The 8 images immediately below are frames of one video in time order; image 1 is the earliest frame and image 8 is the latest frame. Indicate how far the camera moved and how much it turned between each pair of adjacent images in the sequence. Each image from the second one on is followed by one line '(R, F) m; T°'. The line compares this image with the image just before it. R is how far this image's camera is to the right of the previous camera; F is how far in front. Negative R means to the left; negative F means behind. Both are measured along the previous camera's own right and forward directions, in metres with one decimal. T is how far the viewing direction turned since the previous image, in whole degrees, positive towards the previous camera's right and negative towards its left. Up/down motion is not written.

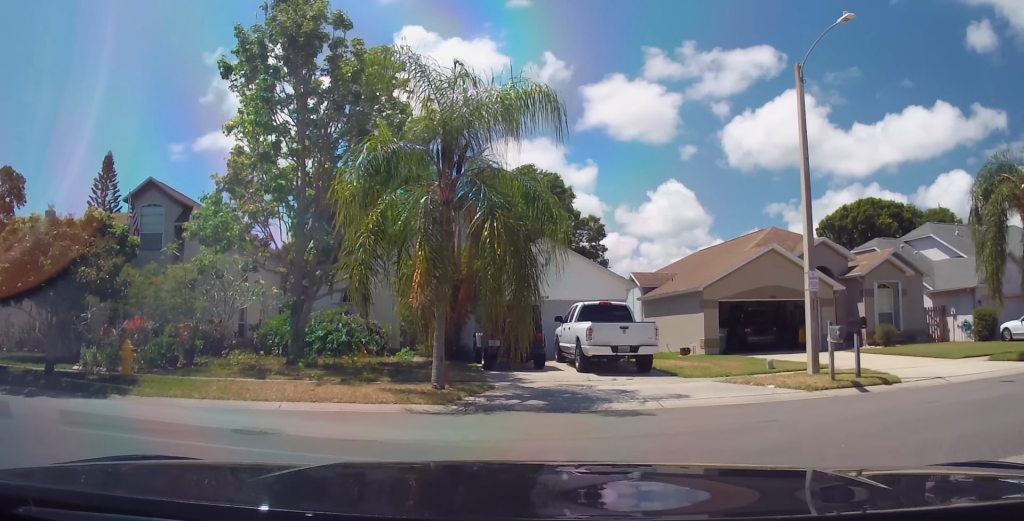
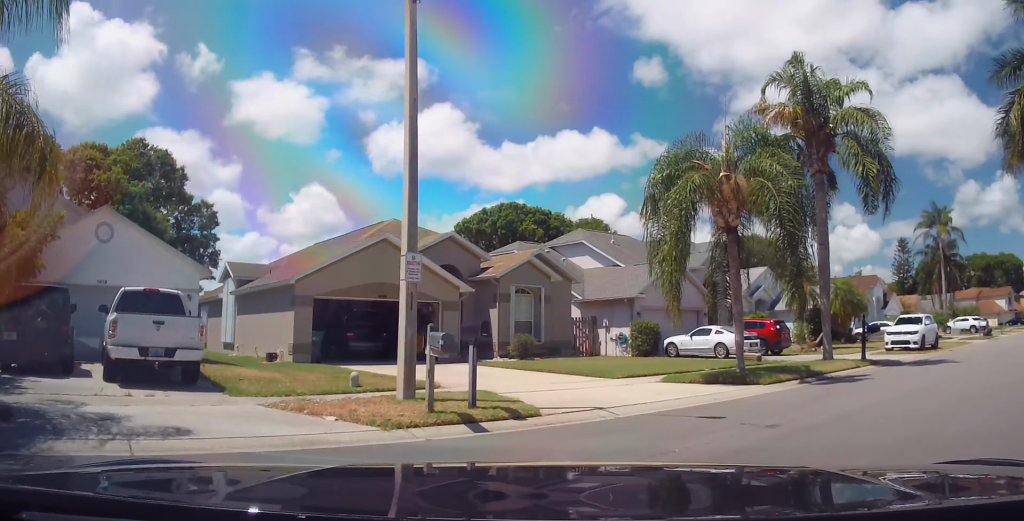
(+1.3, +3.9) m; +35°
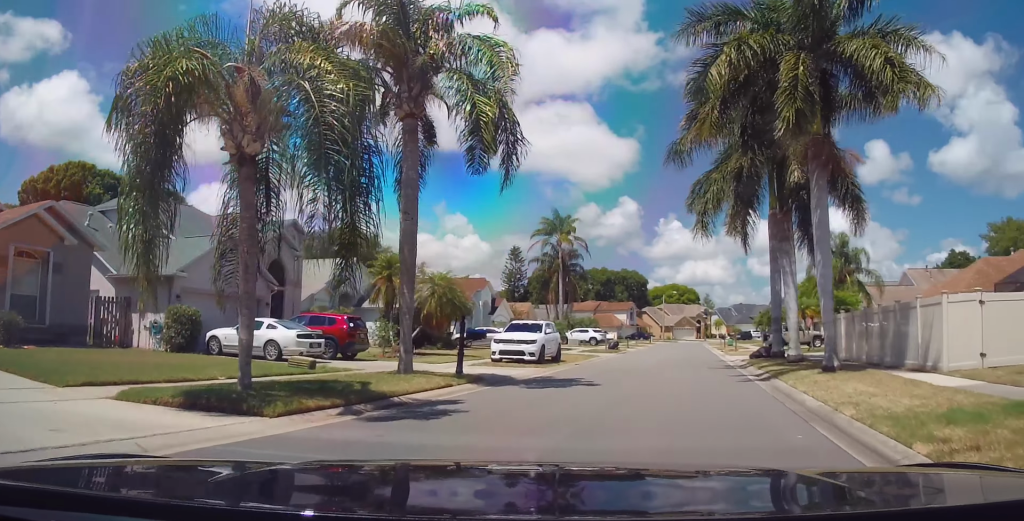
(+1.5, +4.5) m; +28°
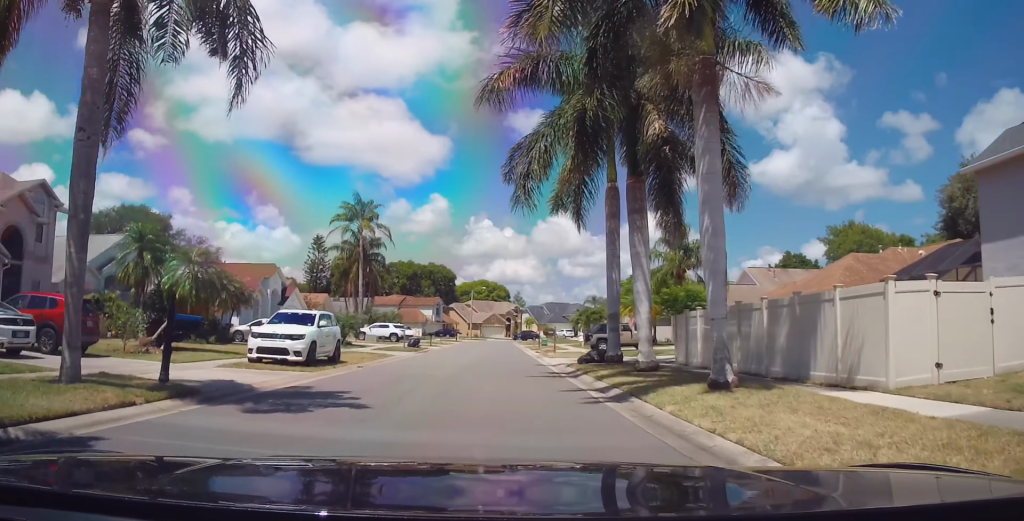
(+0.3, +4.2) m; +9°
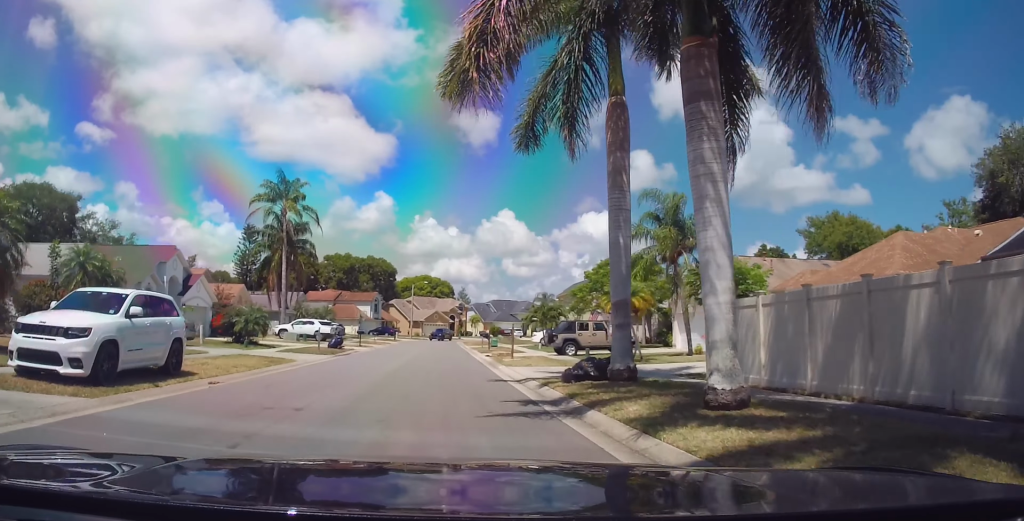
(+0.6, +6.9) m; +11°
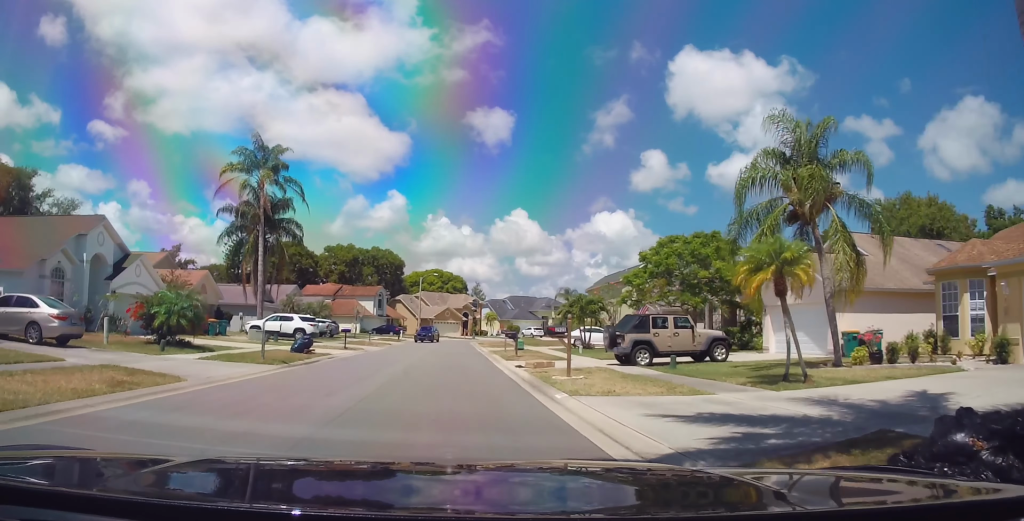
(+0.7, +9.6) m; +1°
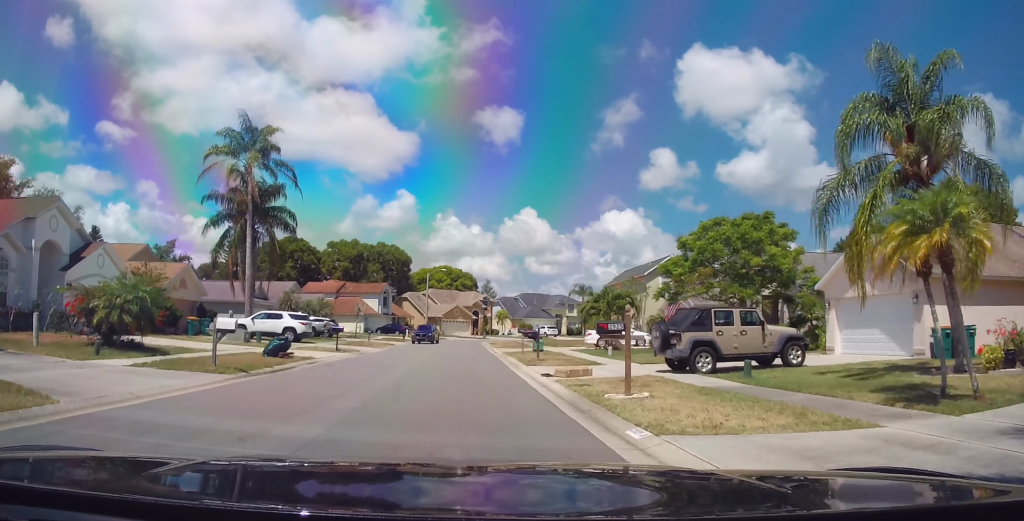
(-0.3, +4.6) m; -2°
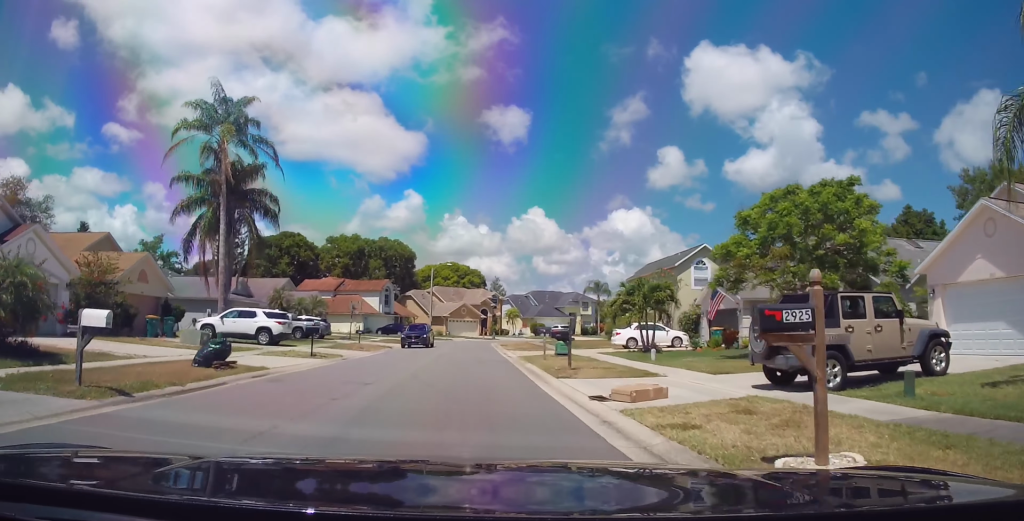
(-0.1, +5.7) m; -1°
